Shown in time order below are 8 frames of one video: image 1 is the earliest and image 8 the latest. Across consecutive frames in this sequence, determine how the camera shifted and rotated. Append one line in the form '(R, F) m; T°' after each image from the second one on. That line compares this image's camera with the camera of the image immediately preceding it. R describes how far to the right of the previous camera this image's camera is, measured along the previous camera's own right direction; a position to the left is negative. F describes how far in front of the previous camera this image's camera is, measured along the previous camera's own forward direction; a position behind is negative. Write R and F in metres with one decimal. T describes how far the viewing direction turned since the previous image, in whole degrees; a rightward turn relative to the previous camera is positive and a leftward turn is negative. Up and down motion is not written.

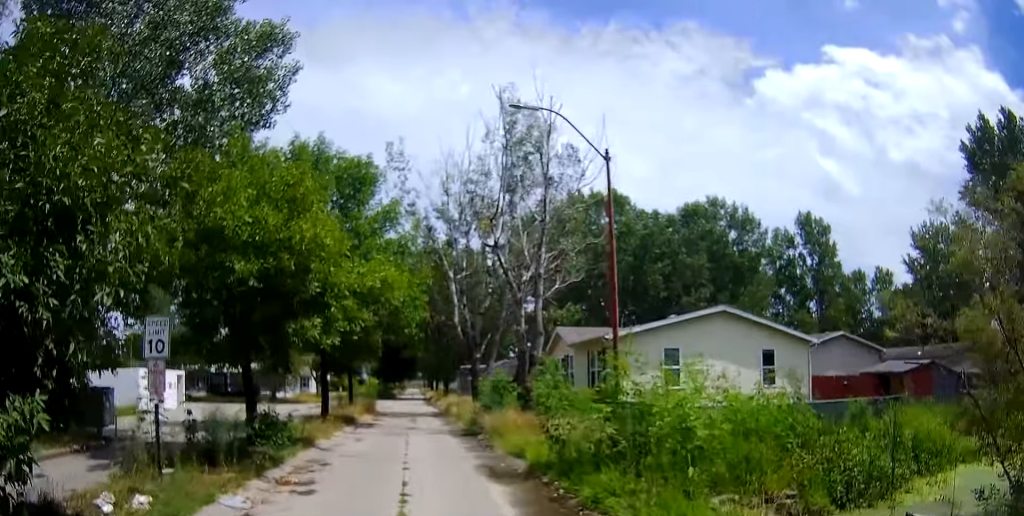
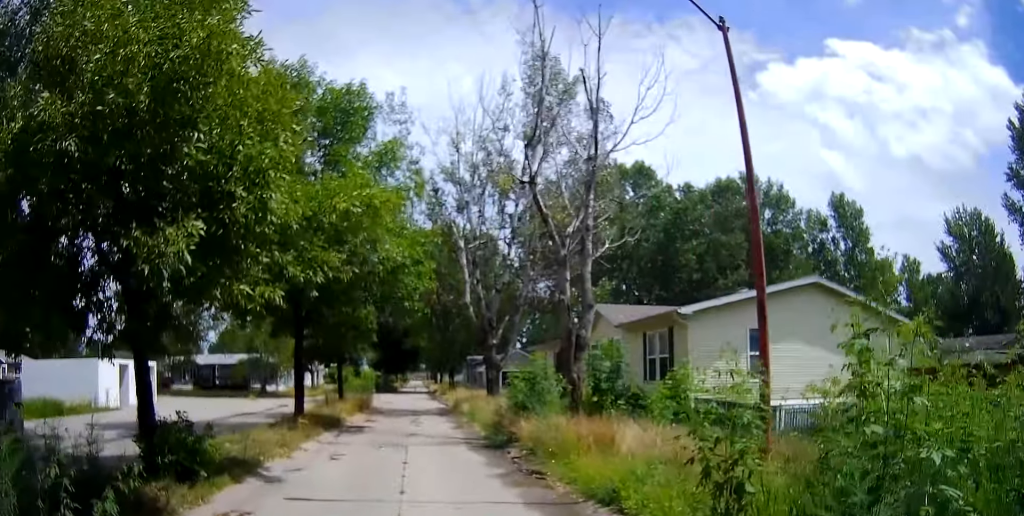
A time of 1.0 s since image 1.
(0.0, +6.0) m; 0°
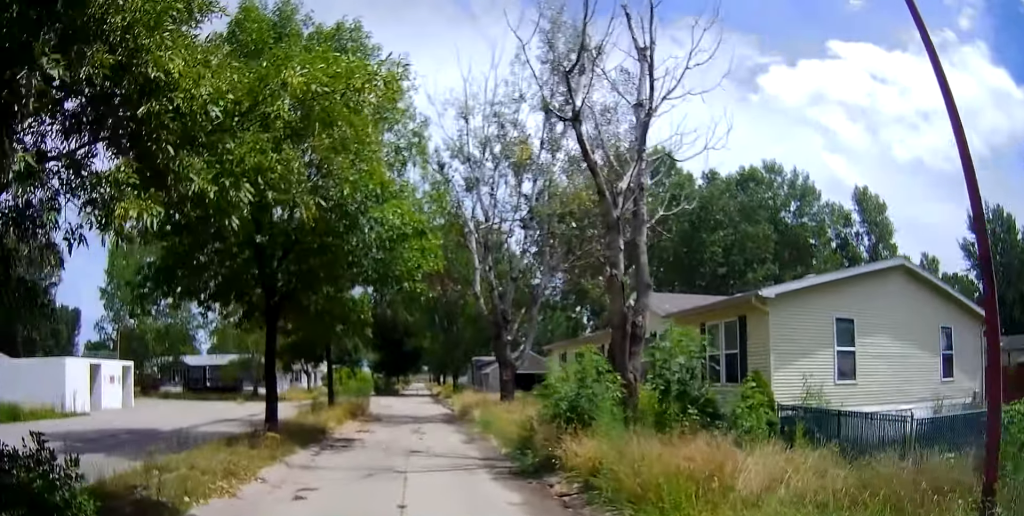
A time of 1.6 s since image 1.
(0.0, +3.8) m; 0°
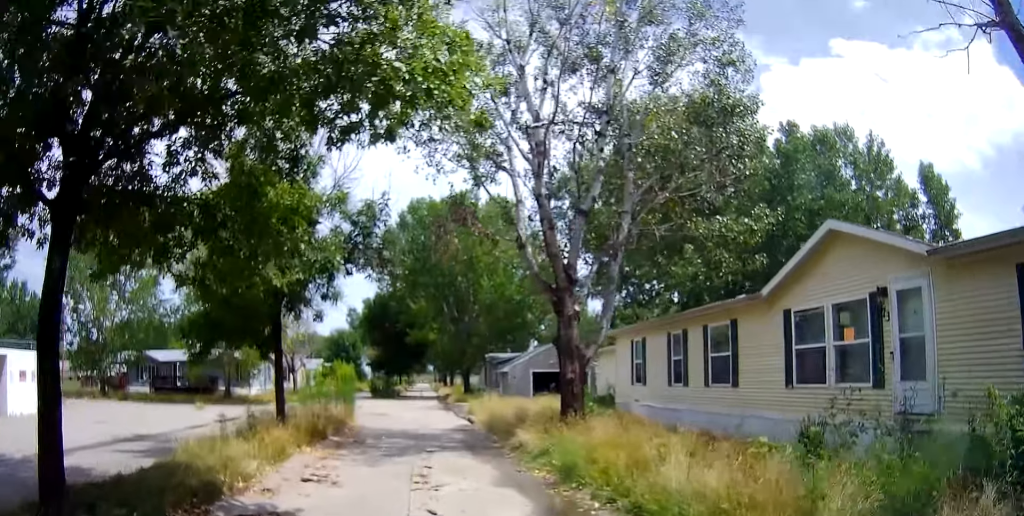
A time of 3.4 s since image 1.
(0.0, +9.6) m; 0°
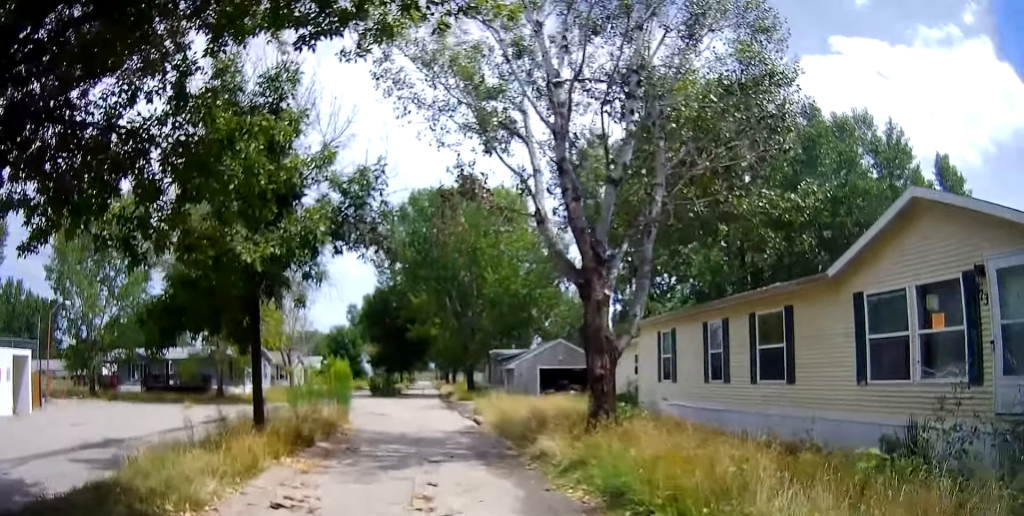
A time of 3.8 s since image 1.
(0.0, +2.4) m; 0°
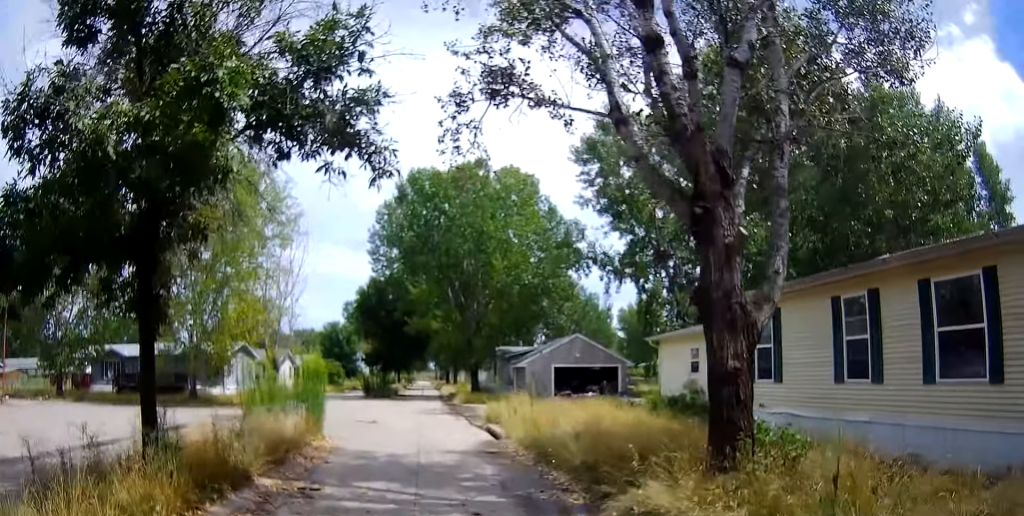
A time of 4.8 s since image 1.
(0.0, +5.7) m; 0°
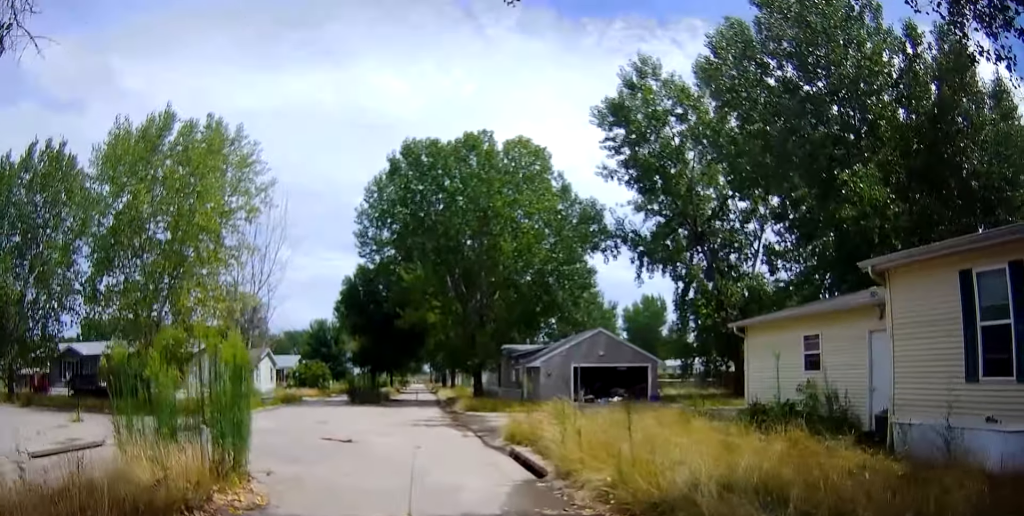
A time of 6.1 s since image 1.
(0.0, +6.7) m; 0°
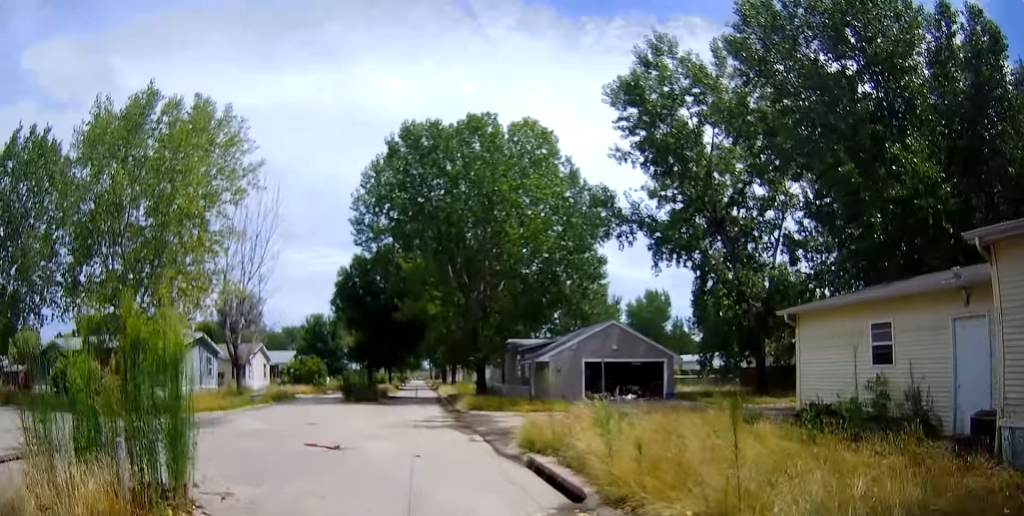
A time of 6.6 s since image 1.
(0.0, +2.5) m; 0°
